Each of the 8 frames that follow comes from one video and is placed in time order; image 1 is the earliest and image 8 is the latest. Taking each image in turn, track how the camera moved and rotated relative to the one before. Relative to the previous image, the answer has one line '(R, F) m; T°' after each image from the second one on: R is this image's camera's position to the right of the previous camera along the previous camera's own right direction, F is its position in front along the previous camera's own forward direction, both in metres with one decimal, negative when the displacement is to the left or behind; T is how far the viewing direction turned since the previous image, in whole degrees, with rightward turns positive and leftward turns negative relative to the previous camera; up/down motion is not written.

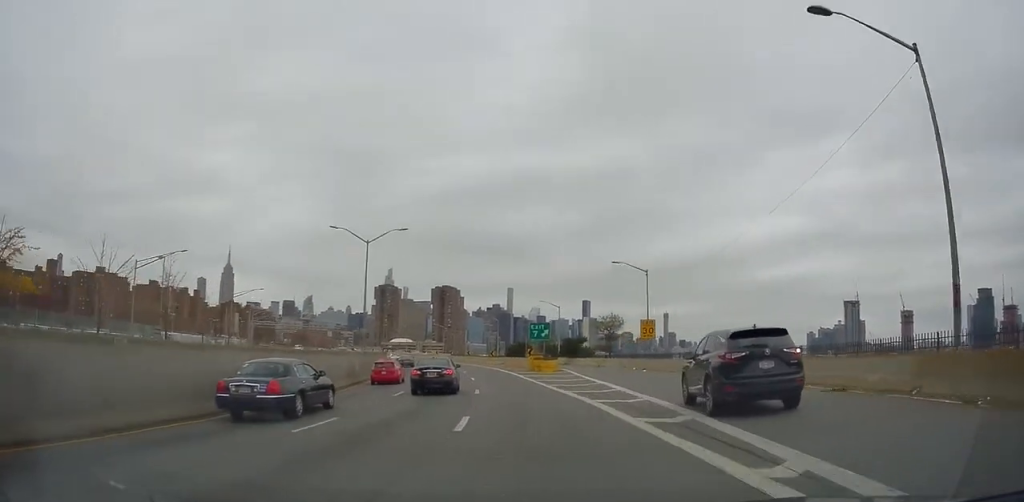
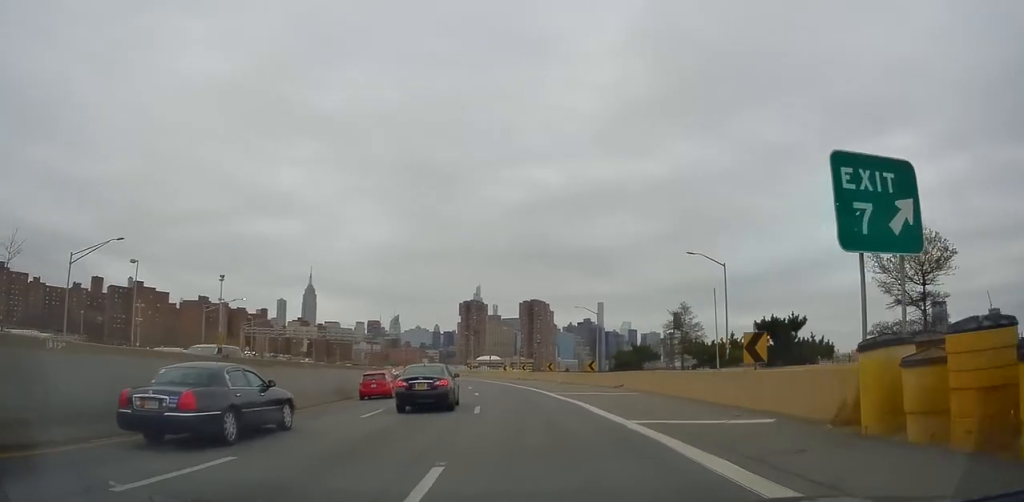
(-2.3, +39.4) m; -6°
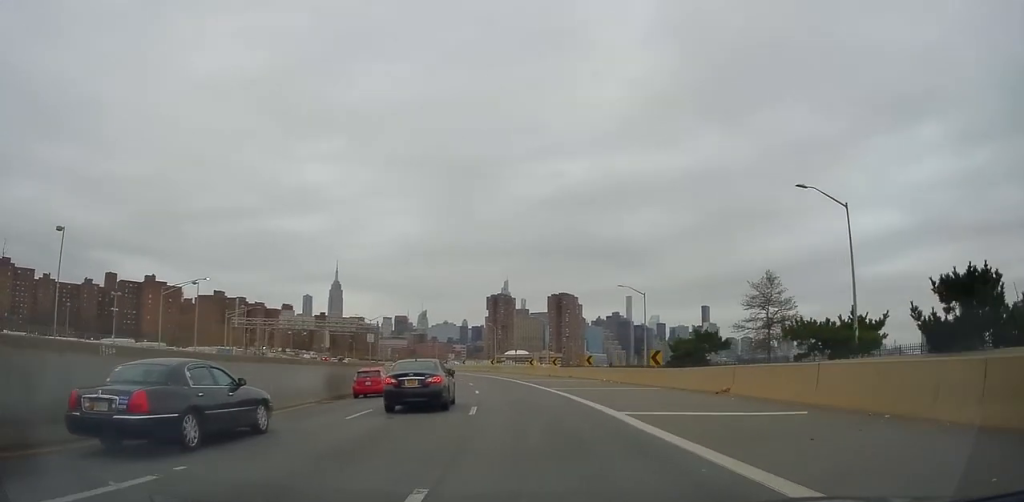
(-0.1, +13.5) m; -2°
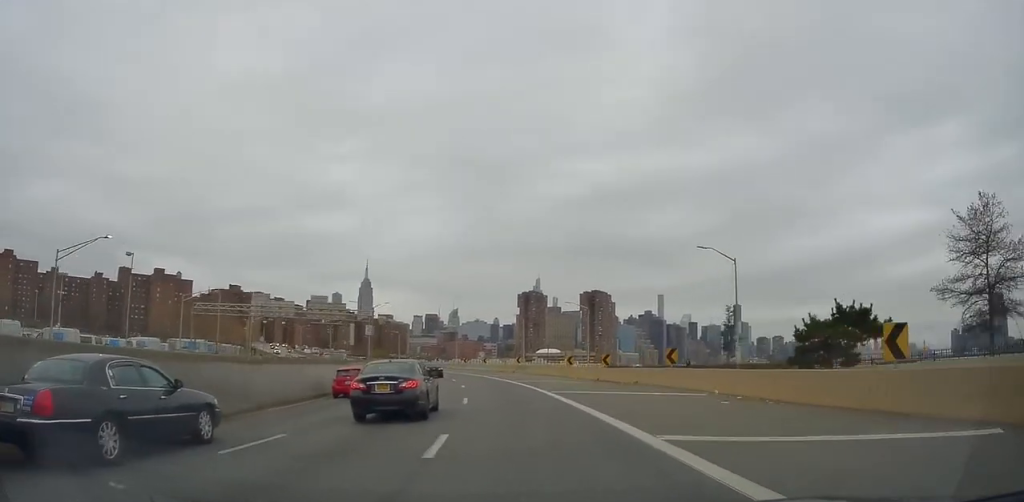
(-0.3, +19.0) m; -4°
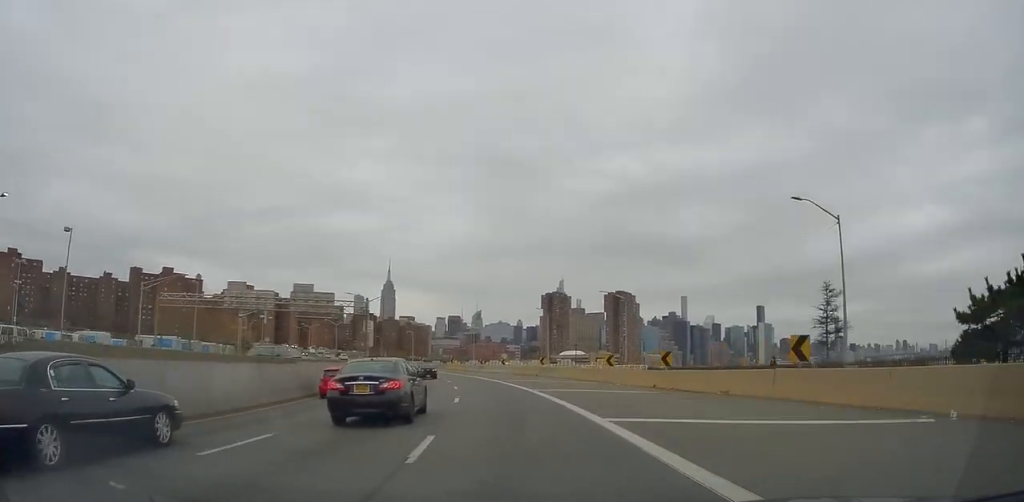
(-0.6, +12.3) m; -4°
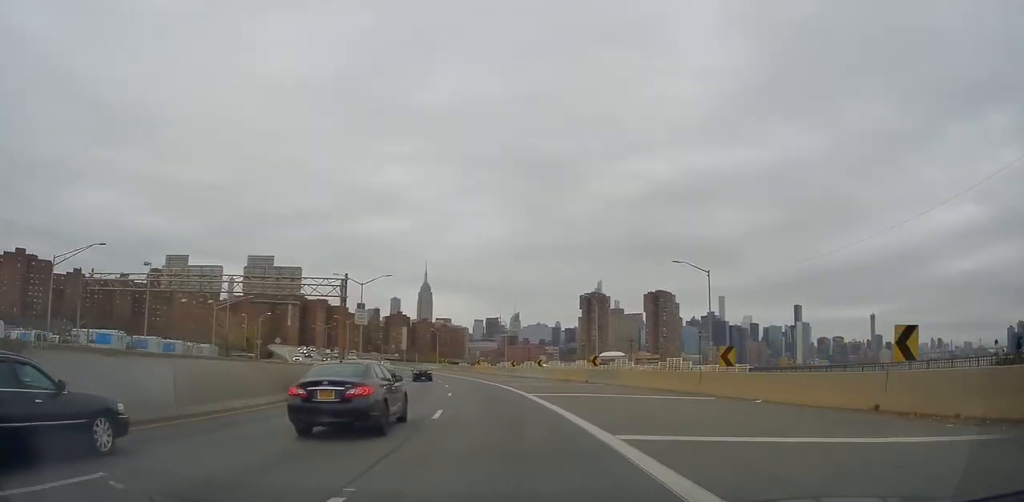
(-0.8, +17.8) m; -4°
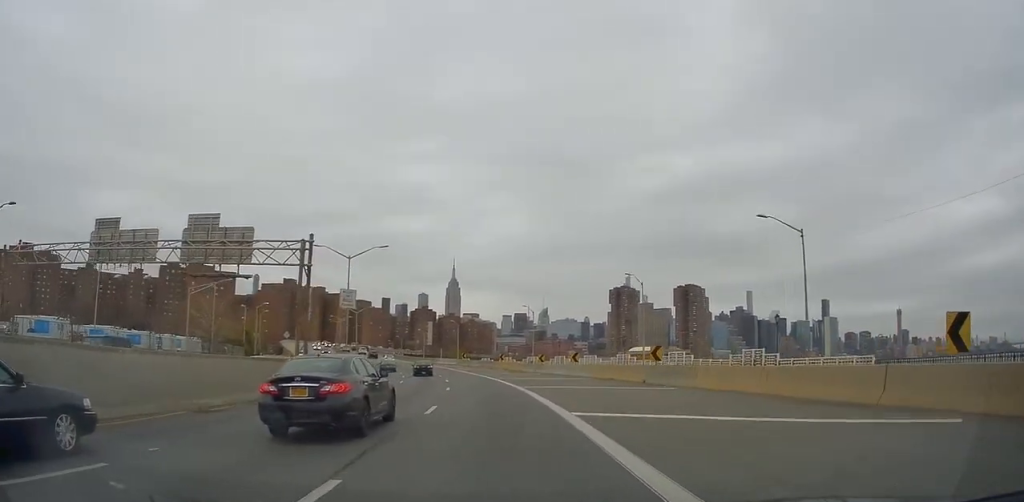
(-0.5, +12.0) m; -2°
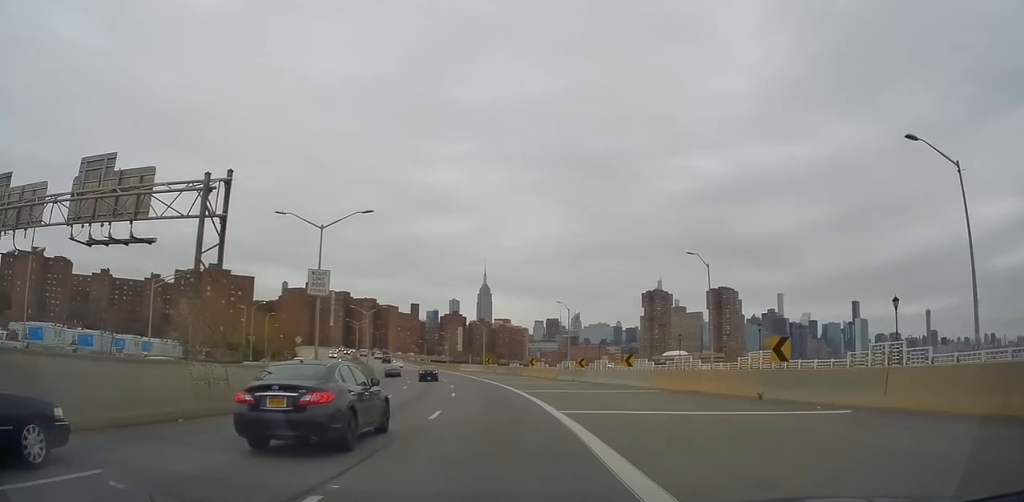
(-0.1, +11.9) m; -2°
